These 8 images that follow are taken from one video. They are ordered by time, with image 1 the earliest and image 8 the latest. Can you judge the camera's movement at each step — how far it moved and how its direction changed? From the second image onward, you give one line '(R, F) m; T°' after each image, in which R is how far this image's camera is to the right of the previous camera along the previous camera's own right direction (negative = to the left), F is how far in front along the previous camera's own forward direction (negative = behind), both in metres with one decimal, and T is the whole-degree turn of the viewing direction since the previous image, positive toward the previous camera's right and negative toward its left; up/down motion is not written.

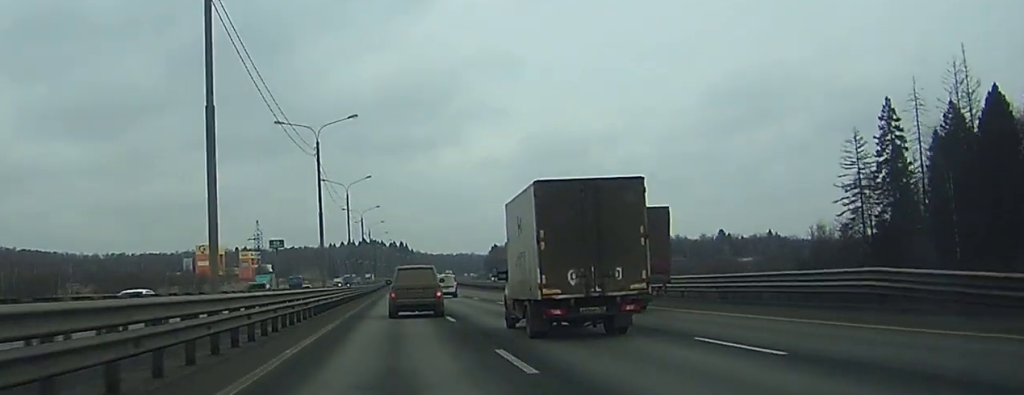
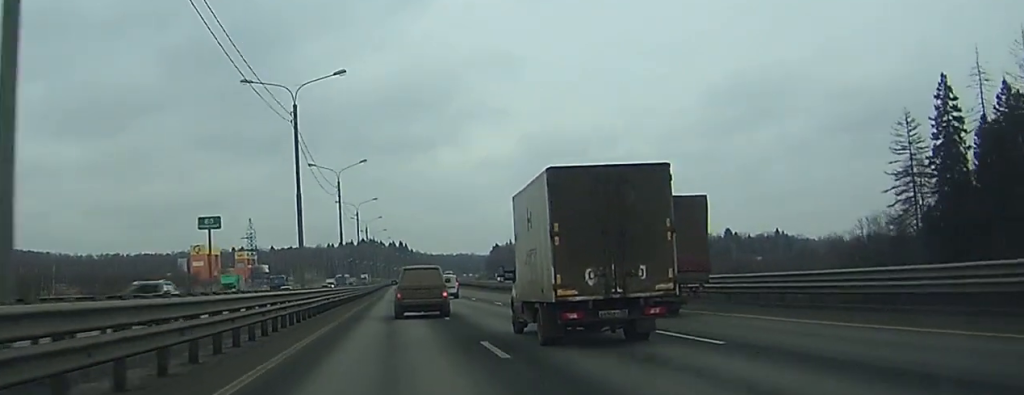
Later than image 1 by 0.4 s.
(0.0, +13.5) m; 0°
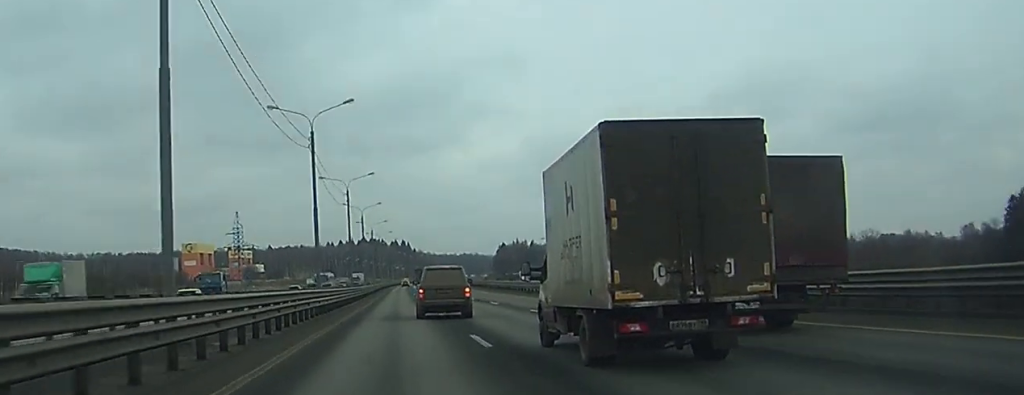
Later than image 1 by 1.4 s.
(0.0, +29.1) m; 0°
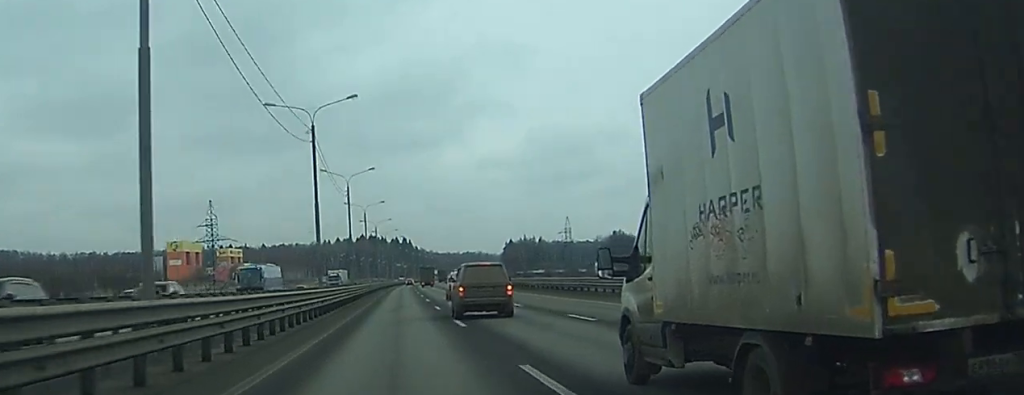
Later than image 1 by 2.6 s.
(0.0, +39.8) m; 0°
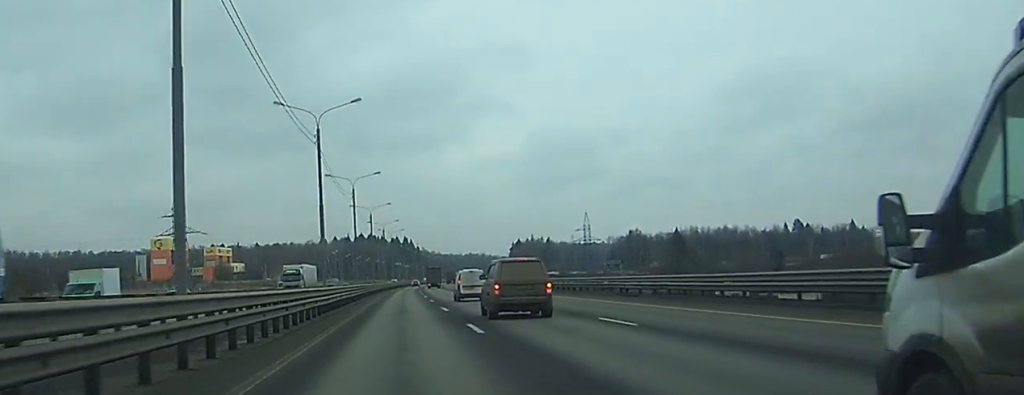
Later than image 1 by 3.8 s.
(0.0, +35.9) m; 0°
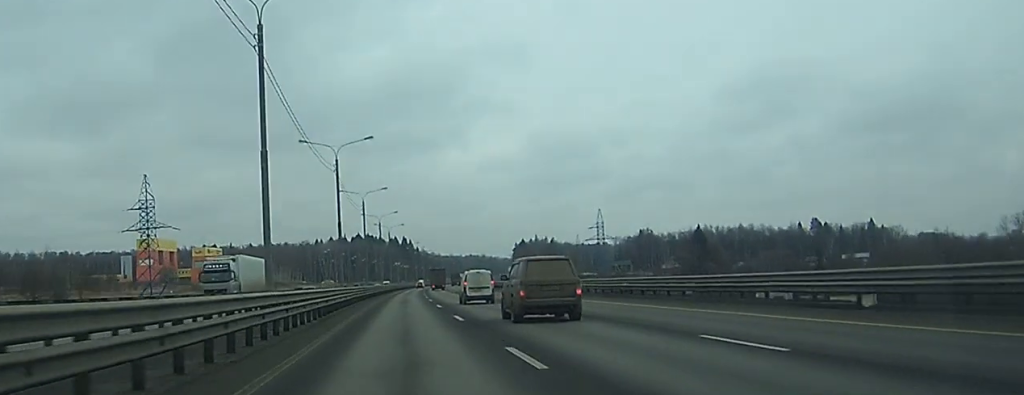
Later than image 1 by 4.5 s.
(0.0, +24.4) m; 0°
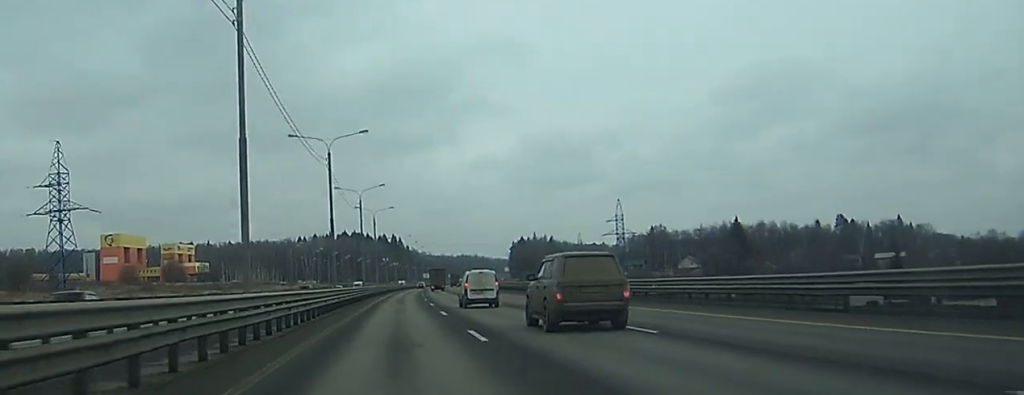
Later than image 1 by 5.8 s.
(+0.1, +41.3) m; 0°
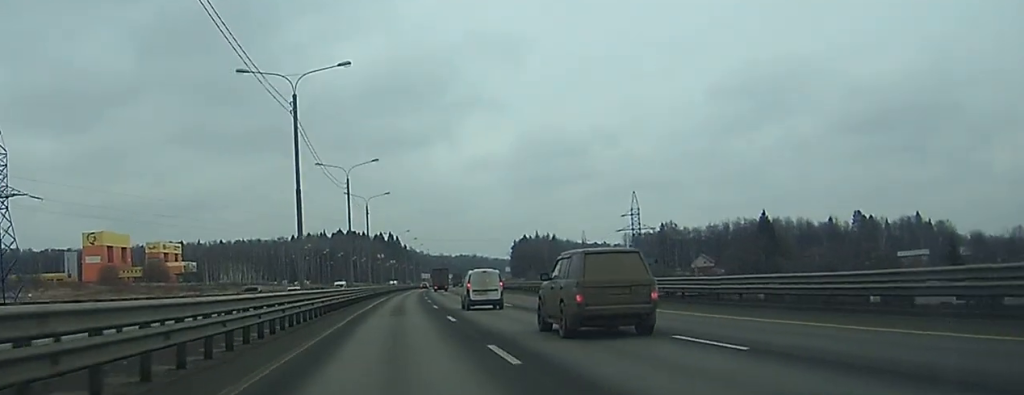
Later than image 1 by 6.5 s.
(0.0, +21.2) m; 0°
